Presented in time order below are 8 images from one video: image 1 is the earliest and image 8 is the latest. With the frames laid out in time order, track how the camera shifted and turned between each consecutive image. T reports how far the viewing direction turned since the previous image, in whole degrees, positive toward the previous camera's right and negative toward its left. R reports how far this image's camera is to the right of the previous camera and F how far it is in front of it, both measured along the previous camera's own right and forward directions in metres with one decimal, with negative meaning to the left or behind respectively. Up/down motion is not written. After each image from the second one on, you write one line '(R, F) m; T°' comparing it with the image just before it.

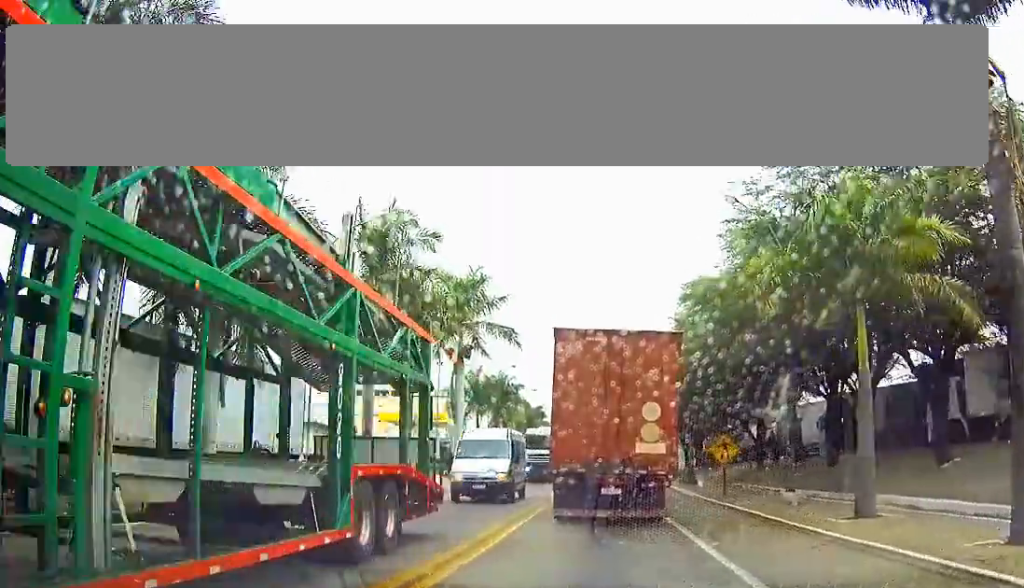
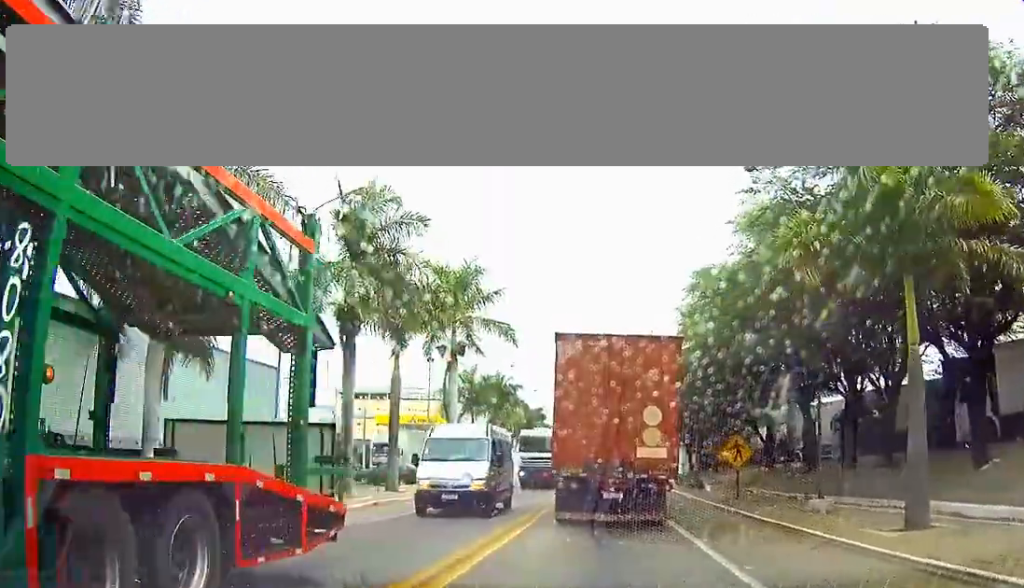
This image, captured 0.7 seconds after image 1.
(0.0, +2.9) m; 0°
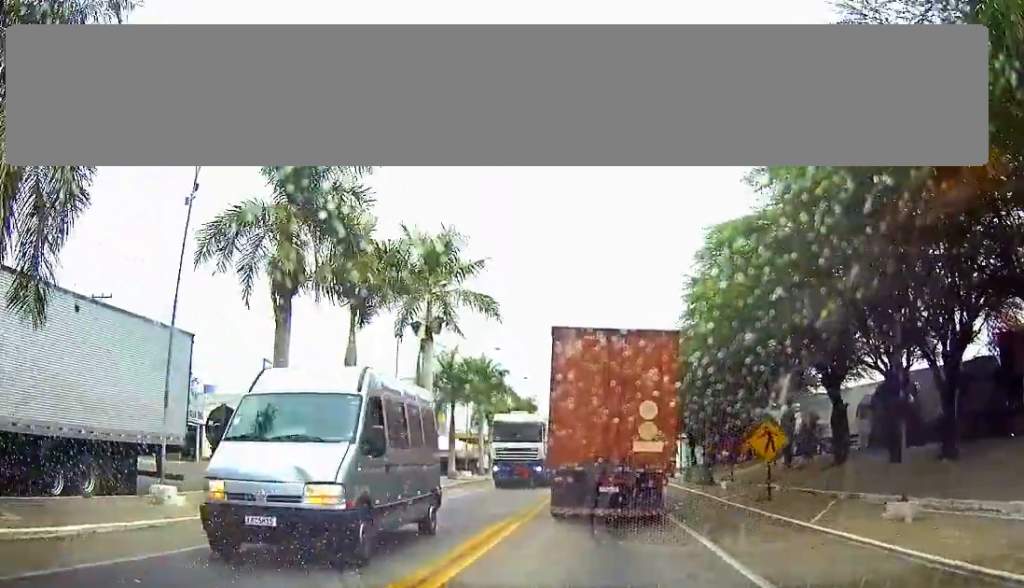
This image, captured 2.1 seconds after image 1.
(0.0, +5.7) m; 0°
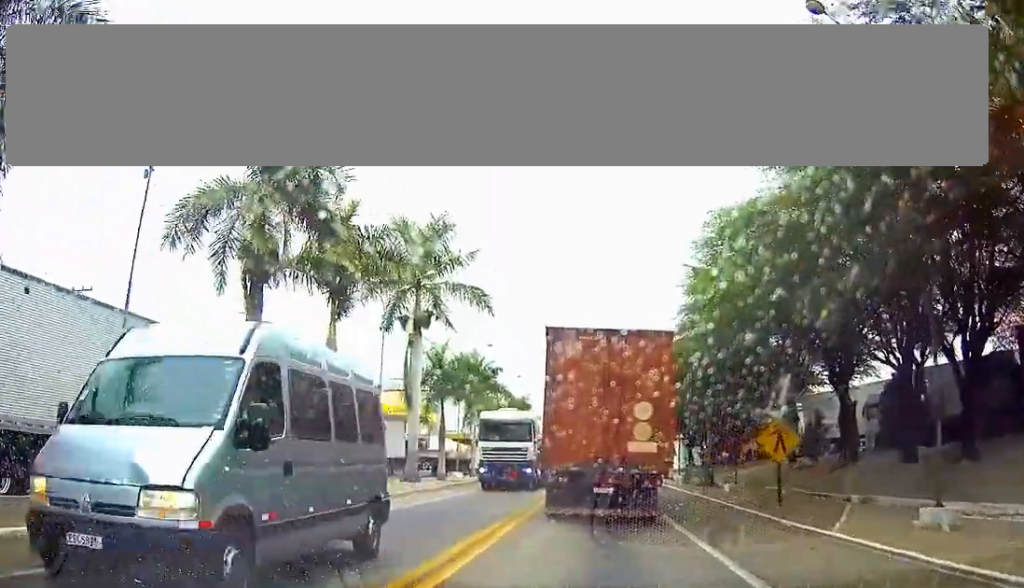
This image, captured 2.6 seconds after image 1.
(0.0, +1.8) m; 0°
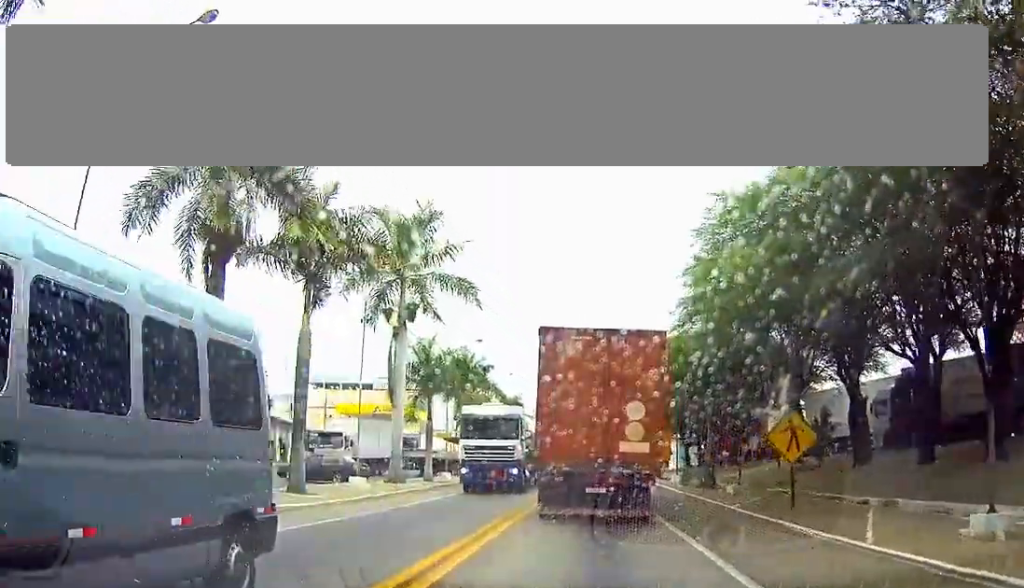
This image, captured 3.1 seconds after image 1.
(0.0, +2.1) m; 0°
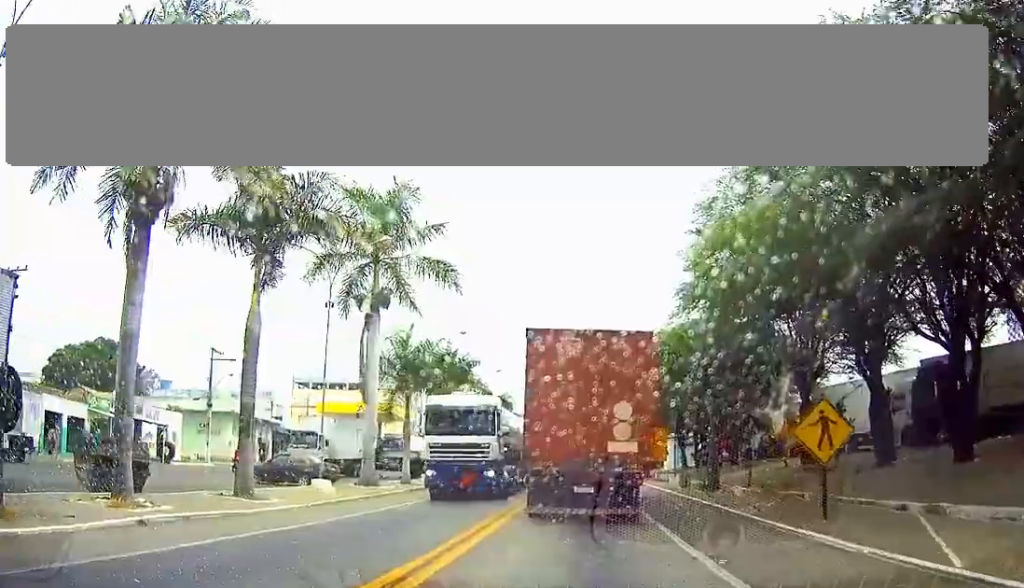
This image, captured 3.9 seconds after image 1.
(0.0, +3.7) m; 0°
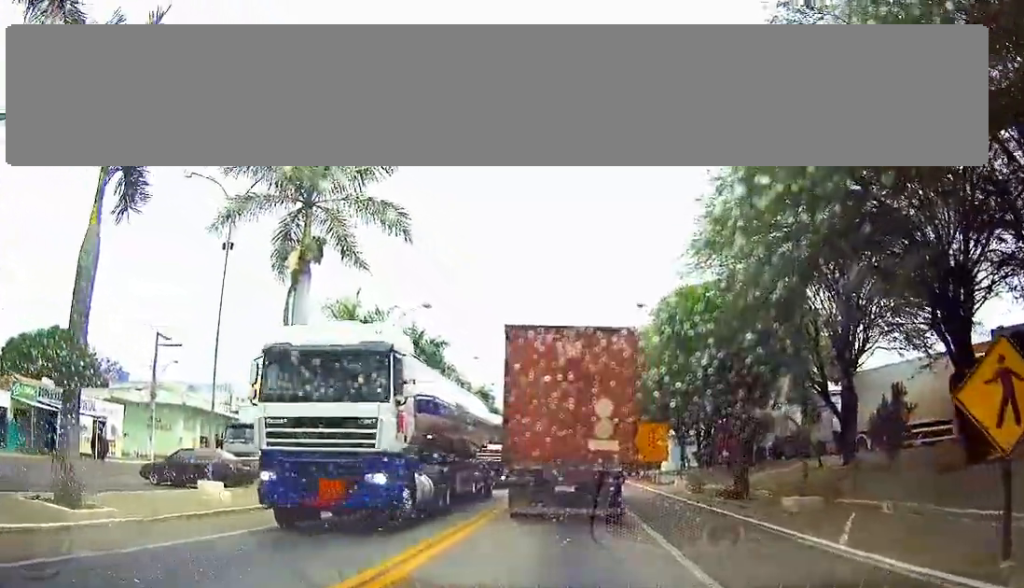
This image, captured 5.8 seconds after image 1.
(0.0, +8.1) m; 0°
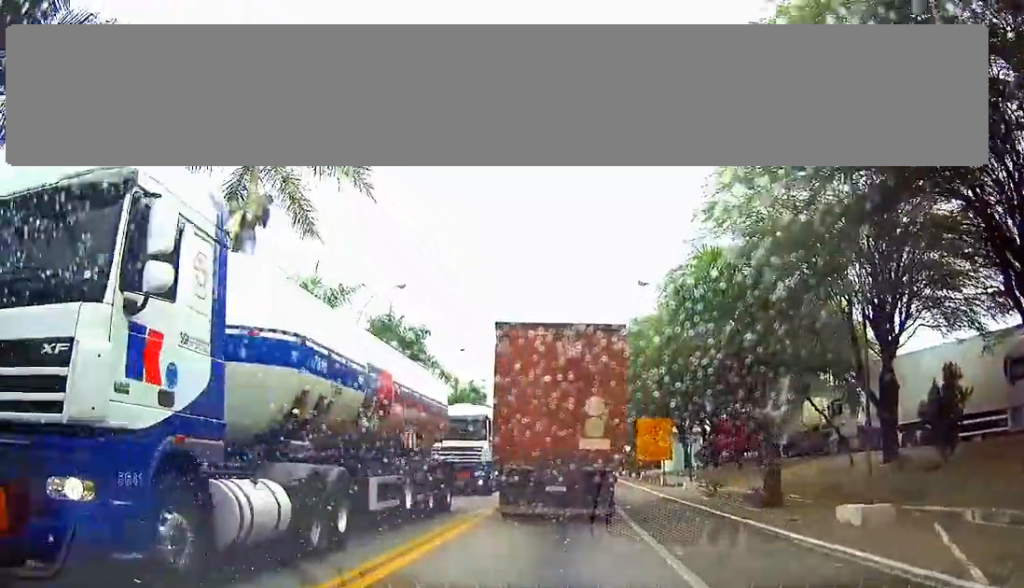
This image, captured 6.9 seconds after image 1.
(0.0, +4.9) m; +1°
